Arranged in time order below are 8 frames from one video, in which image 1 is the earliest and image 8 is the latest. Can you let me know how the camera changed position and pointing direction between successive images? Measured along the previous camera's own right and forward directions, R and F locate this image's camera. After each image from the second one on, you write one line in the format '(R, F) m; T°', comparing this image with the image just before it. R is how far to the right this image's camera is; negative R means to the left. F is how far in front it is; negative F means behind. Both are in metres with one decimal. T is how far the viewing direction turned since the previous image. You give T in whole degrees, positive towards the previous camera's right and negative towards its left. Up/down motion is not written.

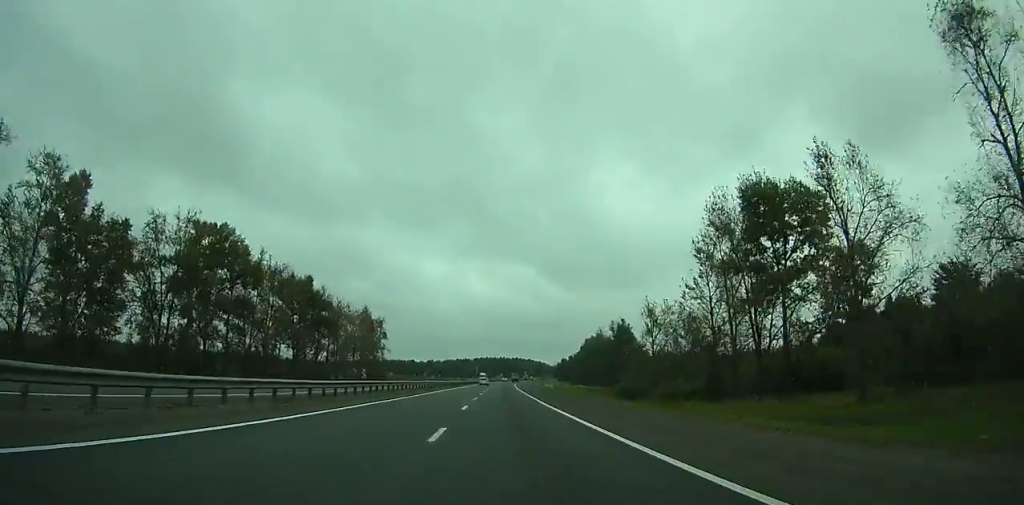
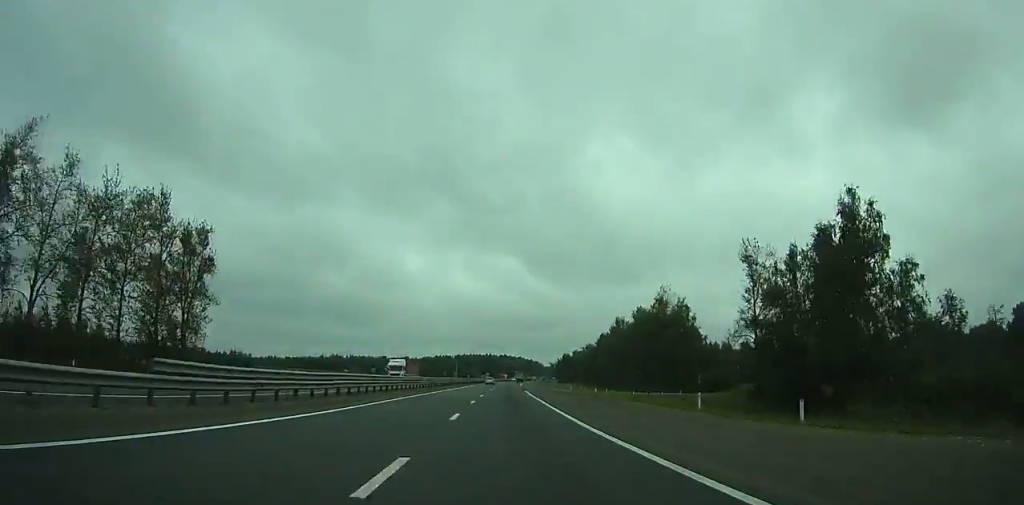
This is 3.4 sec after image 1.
(+0.8, +101.0) m; +1°
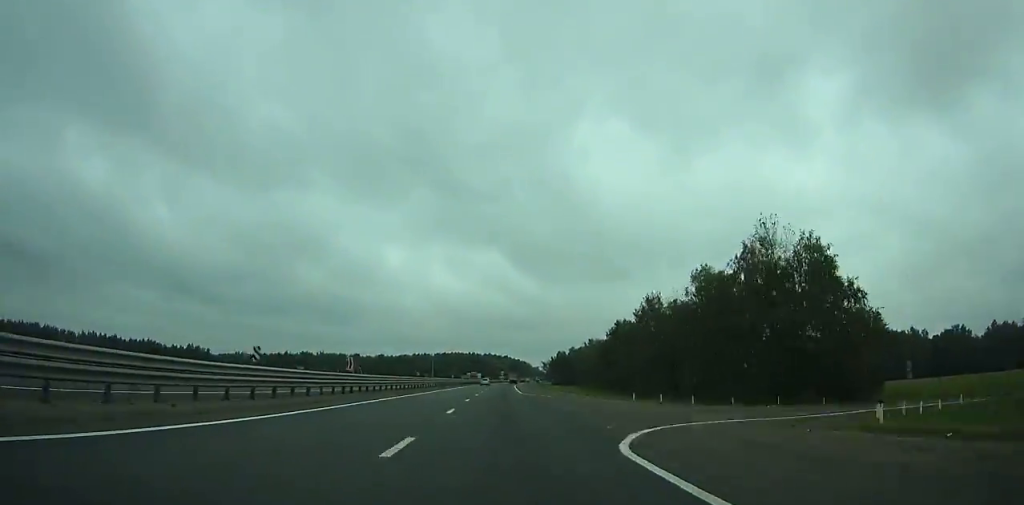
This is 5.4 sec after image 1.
(+0.4, +58.3) m; +1°
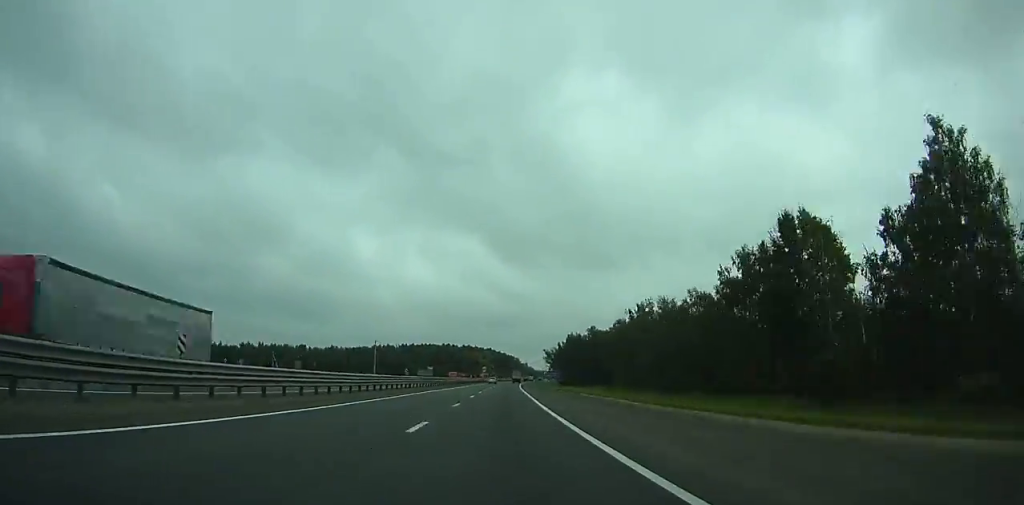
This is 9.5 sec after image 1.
(+2.7, +116.6) m; +2°
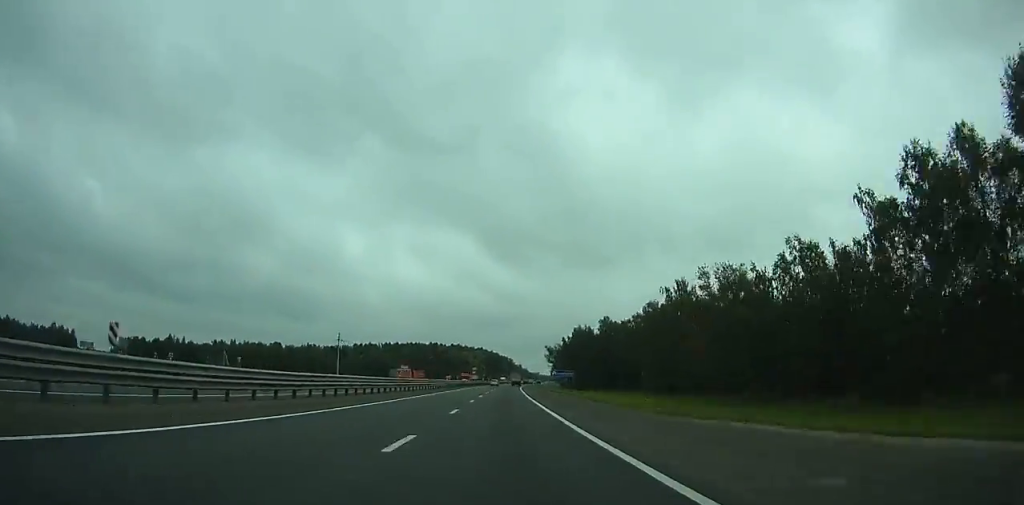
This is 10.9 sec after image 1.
(+0.3, +39.1) m; +1°
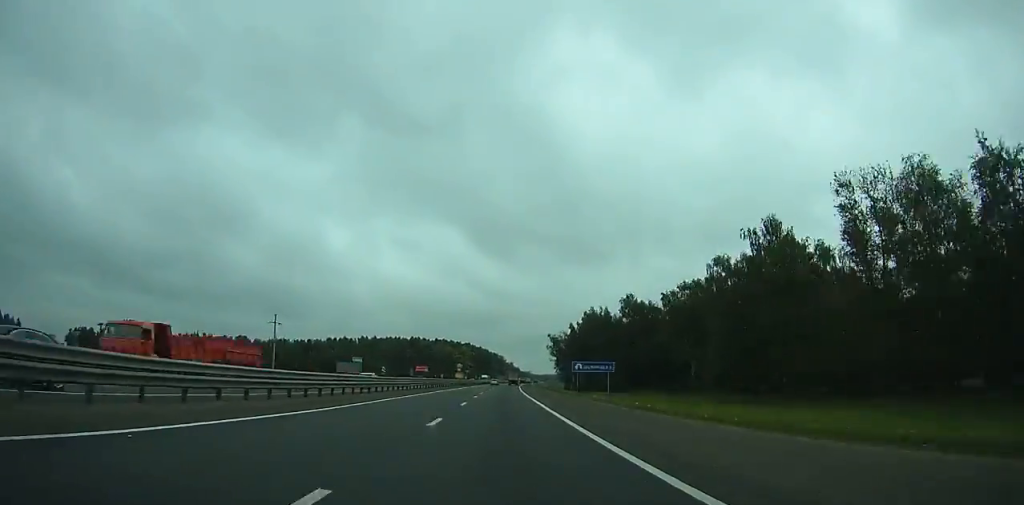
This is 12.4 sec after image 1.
(+0.2, +41.7) m; +1°
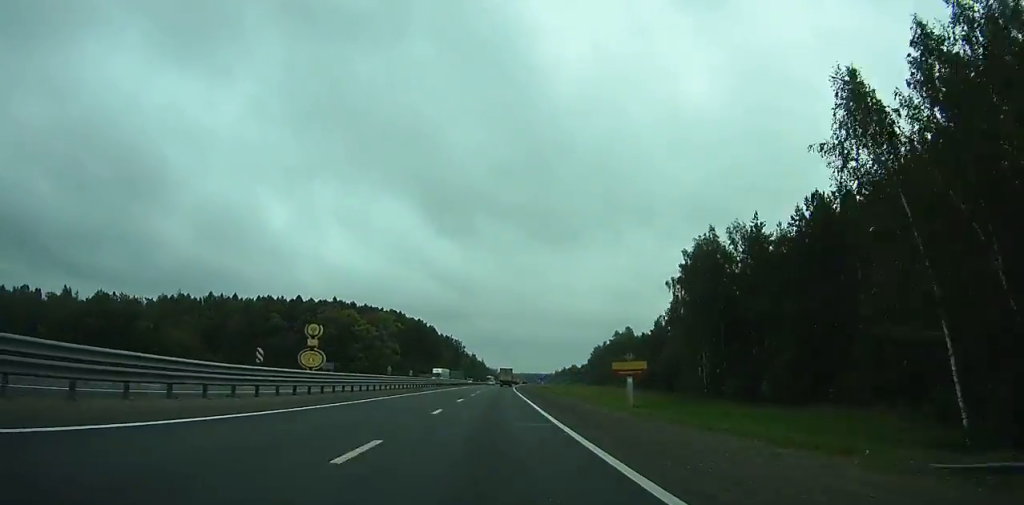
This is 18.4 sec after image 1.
(+4.4, +163.5) m; +3°
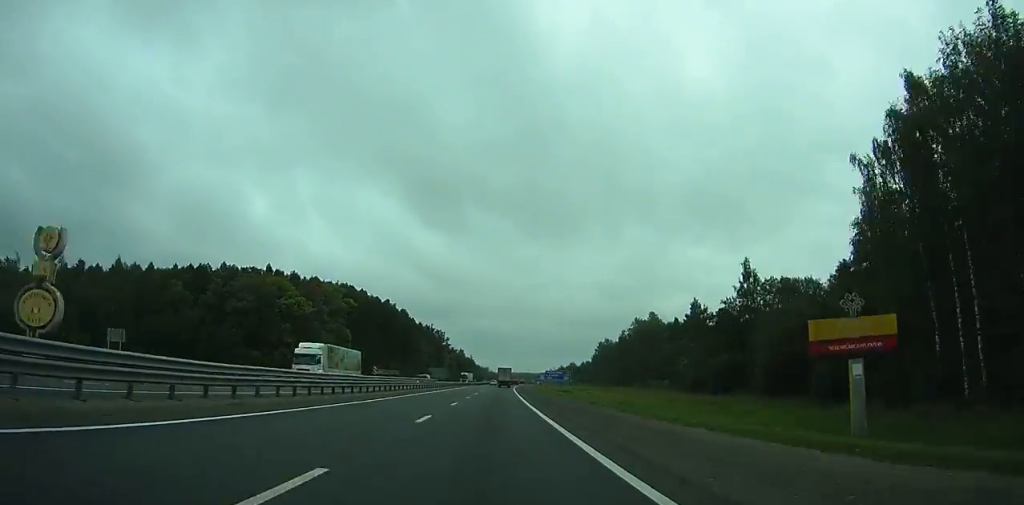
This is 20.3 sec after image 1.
(+0.3, +51.1) m; +1°
